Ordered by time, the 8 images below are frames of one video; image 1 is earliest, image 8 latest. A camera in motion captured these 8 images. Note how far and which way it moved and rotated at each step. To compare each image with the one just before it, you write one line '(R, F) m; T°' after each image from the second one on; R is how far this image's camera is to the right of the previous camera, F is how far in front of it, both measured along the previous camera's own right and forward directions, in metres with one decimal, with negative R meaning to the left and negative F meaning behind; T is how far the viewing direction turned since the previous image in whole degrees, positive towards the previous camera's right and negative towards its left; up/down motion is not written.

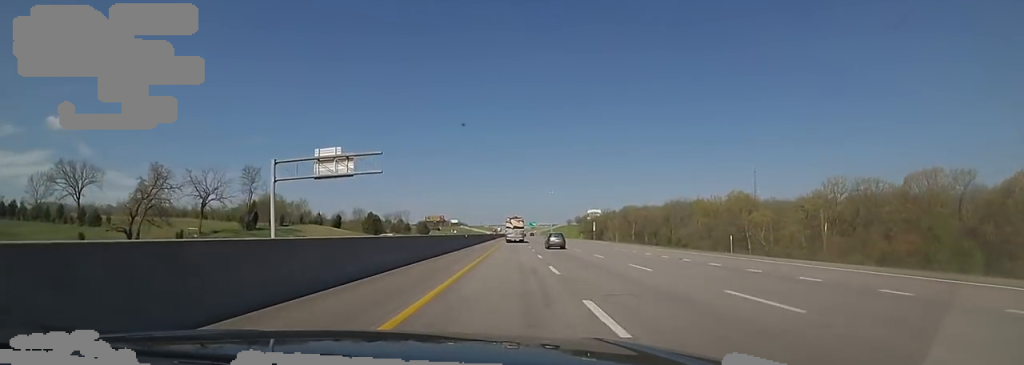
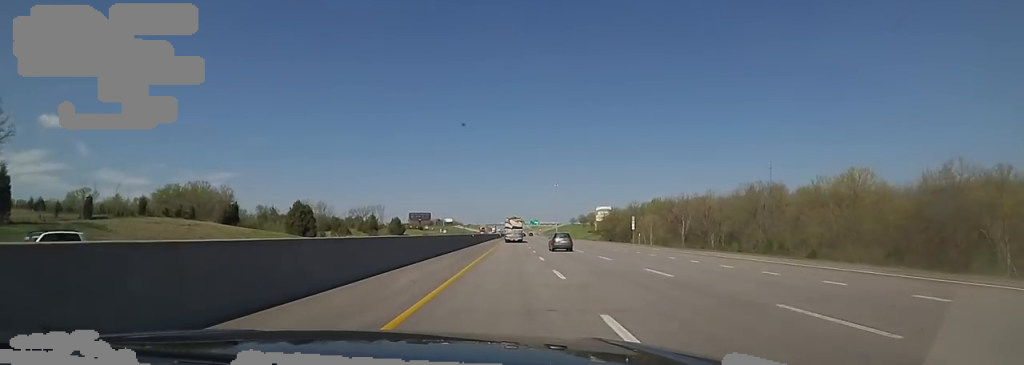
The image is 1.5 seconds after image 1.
(-0.7, +52.1) m; 0°
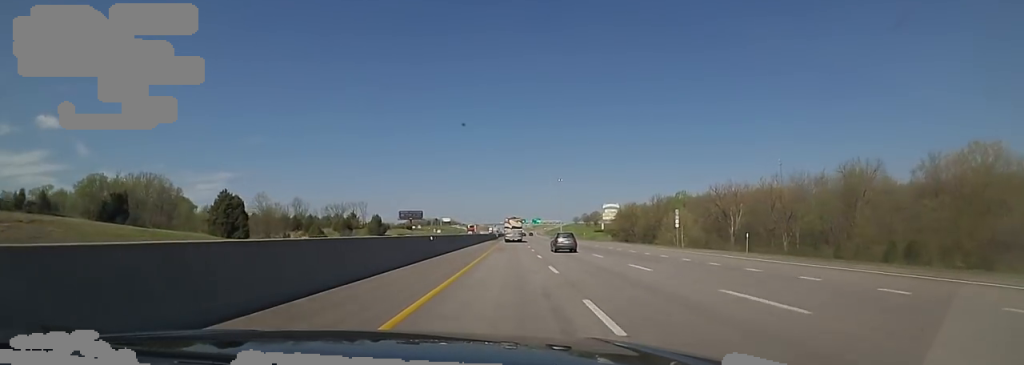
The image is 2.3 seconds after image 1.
(+0.5, +27.9) m; 0°
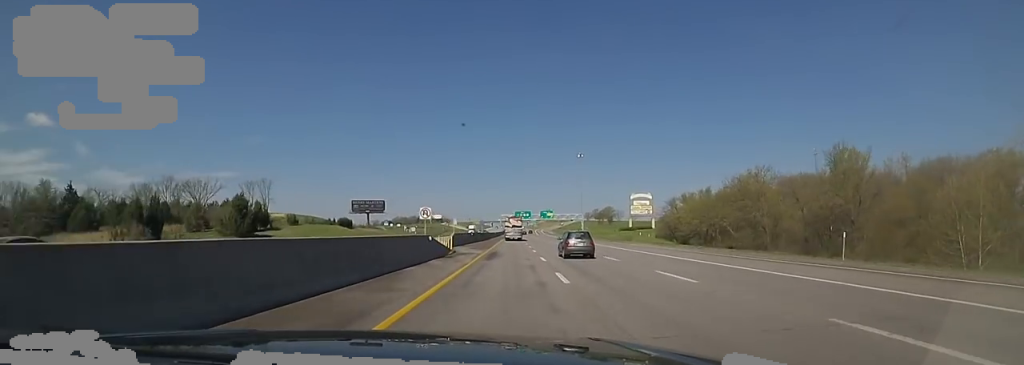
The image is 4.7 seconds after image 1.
(-0.5, +83.9) m; 0°
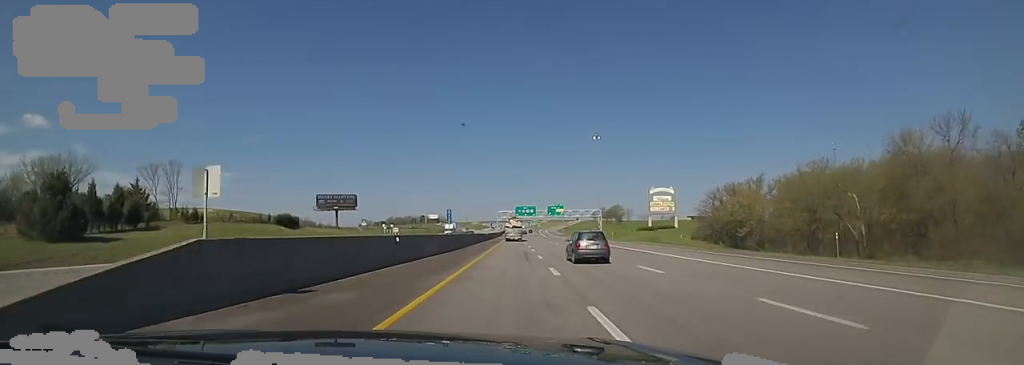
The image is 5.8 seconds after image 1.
(+0.5, +36.8) m; 0°
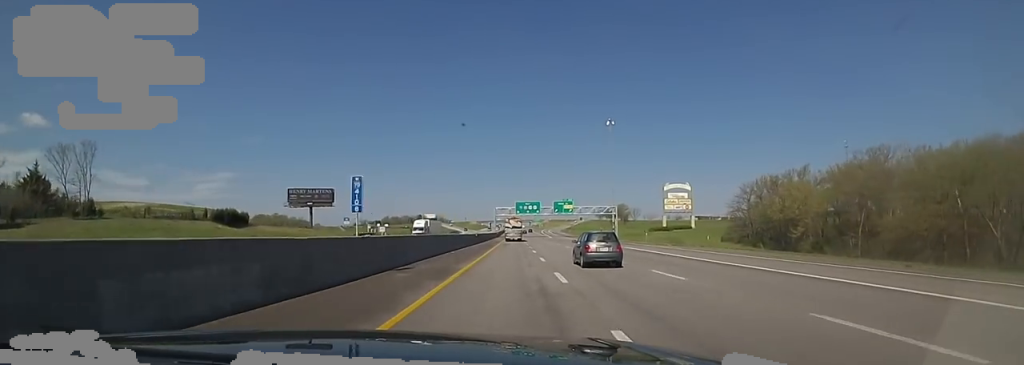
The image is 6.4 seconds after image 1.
(-0.1, +21.9) m; 0°
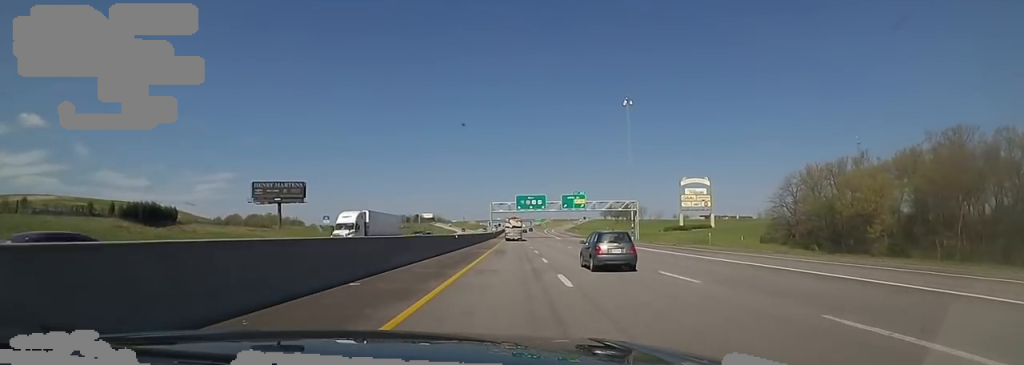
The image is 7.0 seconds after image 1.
(-0.9, +20.8) m; 0°
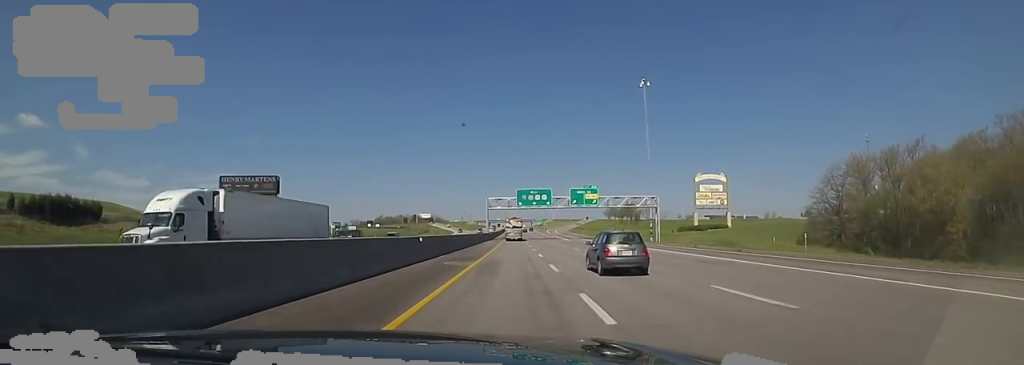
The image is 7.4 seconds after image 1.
(+0.4, +15.0) m; 0°
